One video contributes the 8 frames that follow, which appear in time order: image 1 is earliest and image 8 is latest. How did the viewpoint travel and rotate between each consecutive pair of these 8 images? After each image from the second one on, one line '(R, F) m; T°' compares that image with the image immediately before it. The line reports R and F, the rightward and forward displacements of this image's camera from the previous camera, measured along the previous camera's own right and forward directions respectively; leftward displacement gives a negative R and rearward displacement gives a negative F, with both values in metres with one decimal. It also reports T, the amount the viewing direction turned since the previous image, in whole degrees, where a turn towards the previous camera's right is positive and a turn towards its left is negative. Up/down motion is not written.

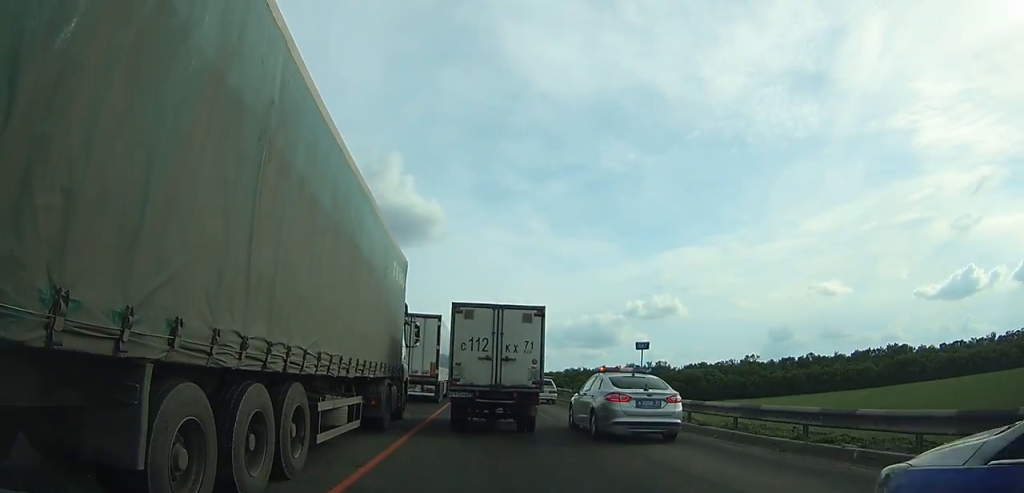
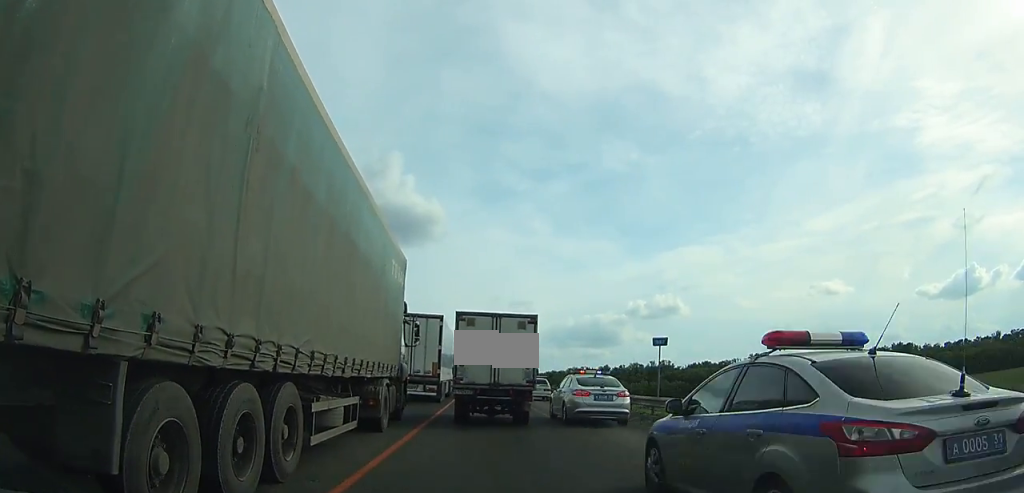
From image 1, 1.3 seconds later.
(-0.1, +2.7) m; -2°
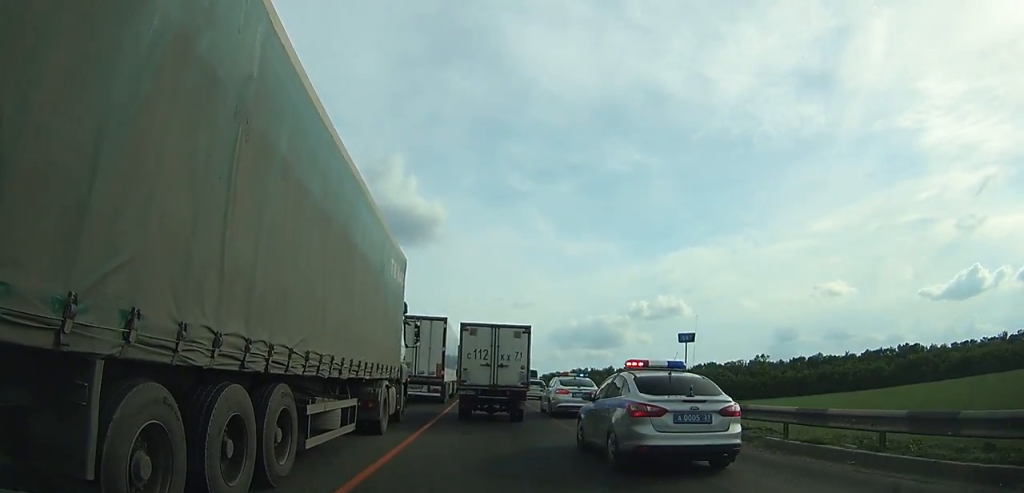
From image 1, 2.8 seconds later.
(-0.1, +3.2) m; -2°
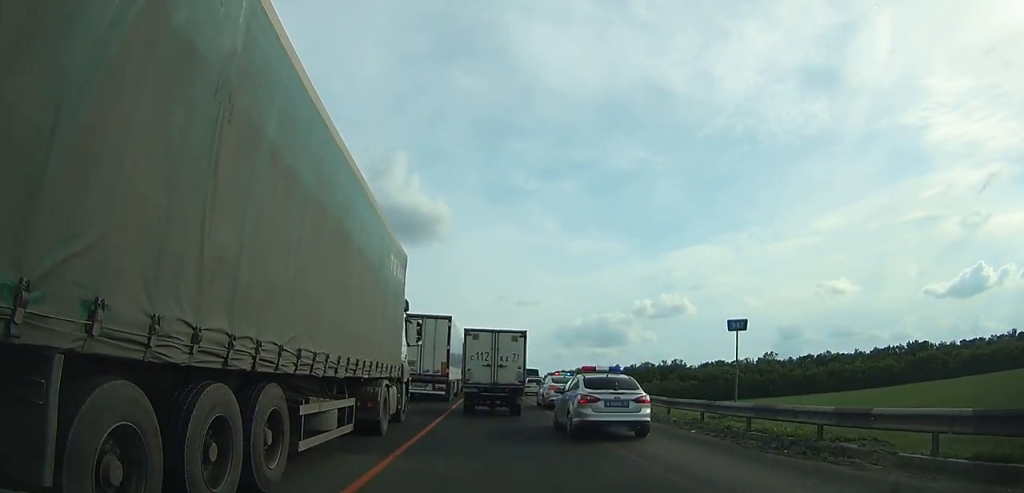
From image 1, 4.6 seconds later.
(-0.1, +4.1) m; -1°
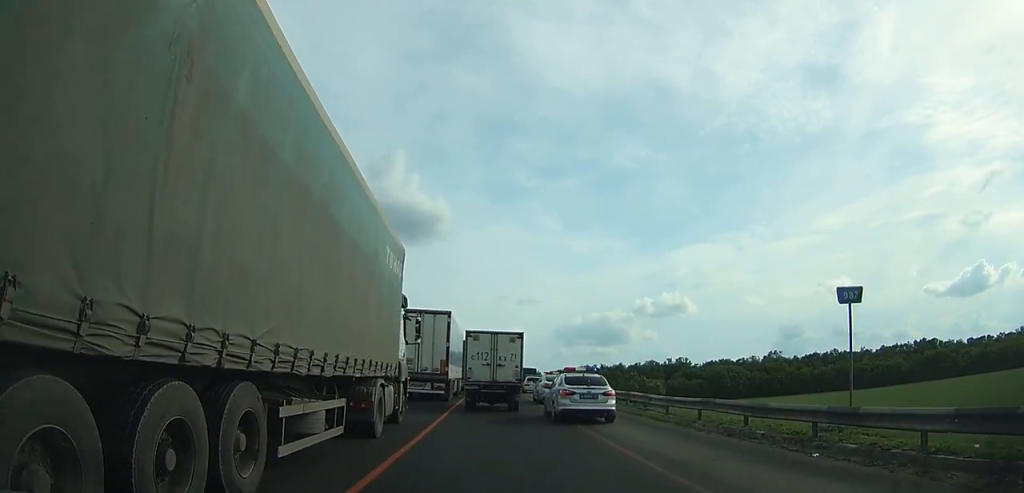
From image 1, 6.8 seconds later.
(0.0, +5.2) m; 0°
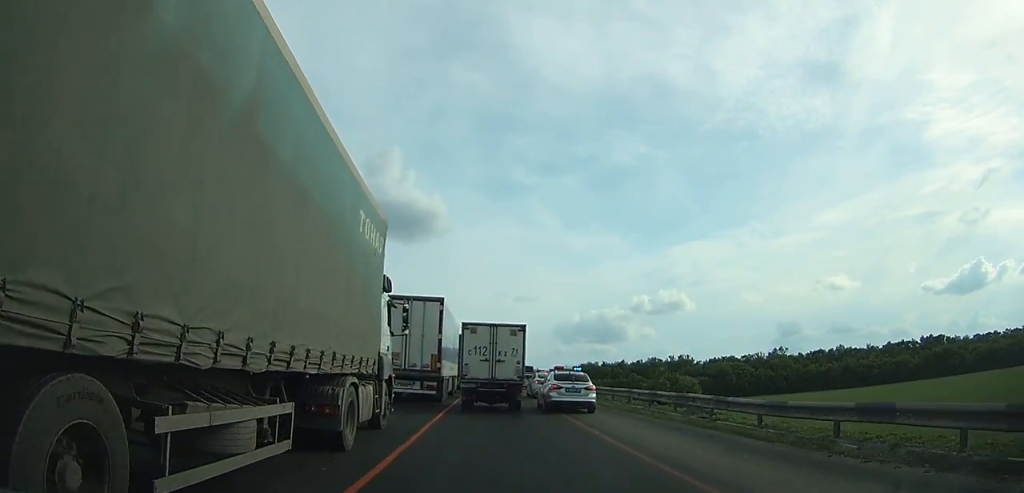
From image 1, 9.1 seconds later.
(0.0, +5.5) m; +1°
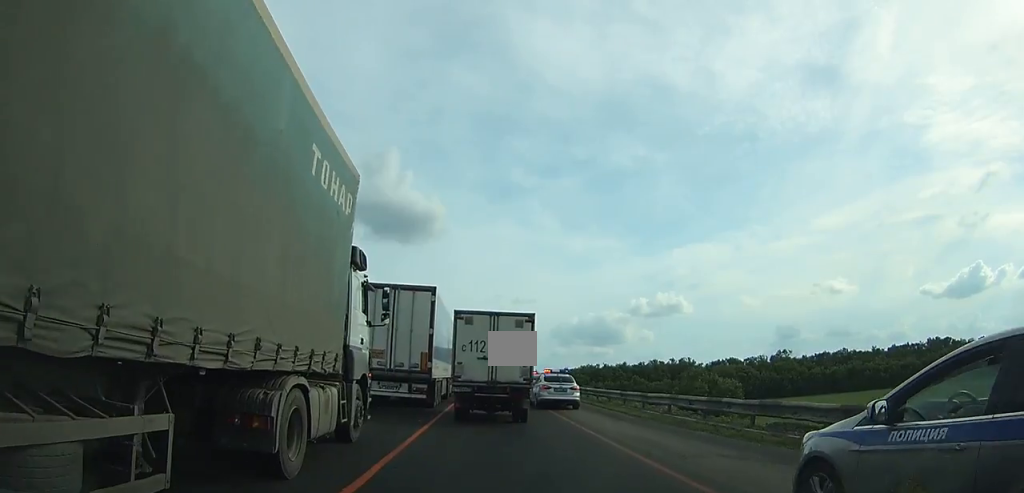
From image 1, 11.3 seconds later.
(+0.1, +5.1) m; +2°
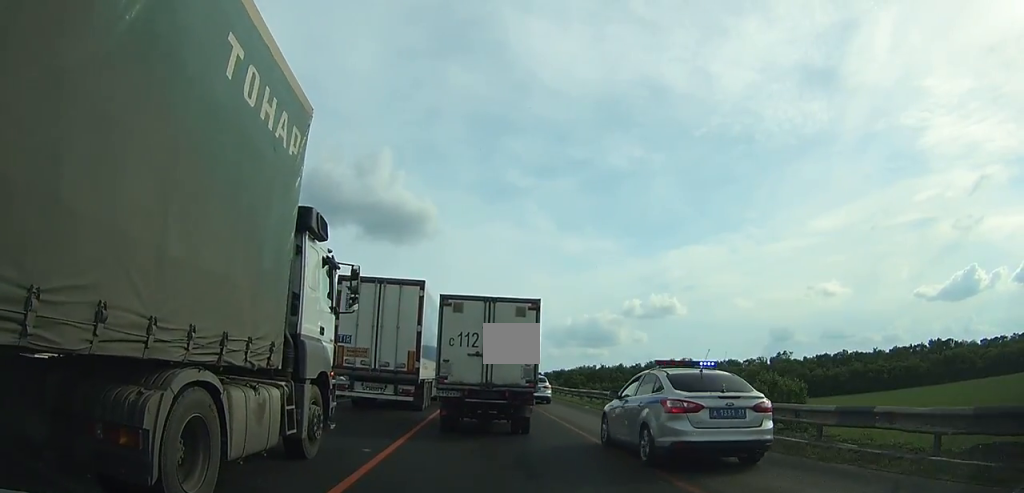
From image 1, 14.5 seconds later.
(+0.2, +6.6) m; +3°
